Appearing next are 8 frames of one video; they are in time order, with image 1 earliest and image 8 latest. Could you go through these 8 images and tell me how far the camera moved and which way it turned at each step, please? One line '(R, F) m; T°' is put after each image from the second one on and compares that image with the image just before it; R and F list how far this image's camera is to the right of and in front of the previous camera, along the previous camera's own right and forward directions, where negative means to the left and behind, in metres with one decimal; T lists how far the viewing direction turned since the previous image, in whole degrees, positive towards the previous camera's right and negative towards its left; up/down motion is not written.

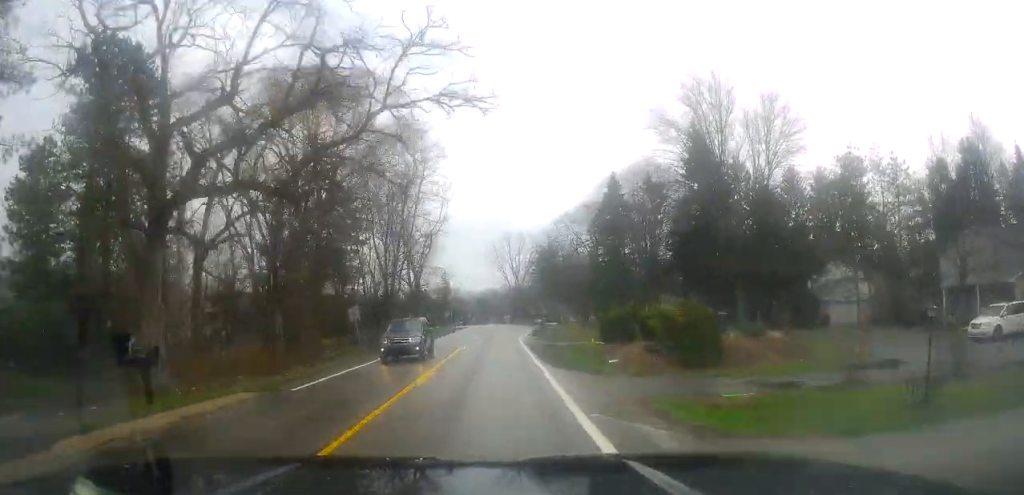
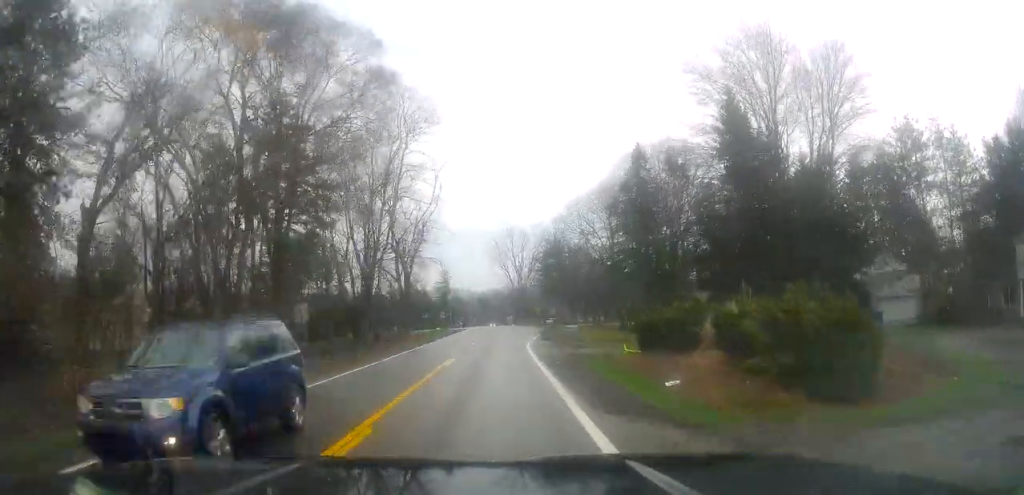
(0.0, +8.8) m; 0°
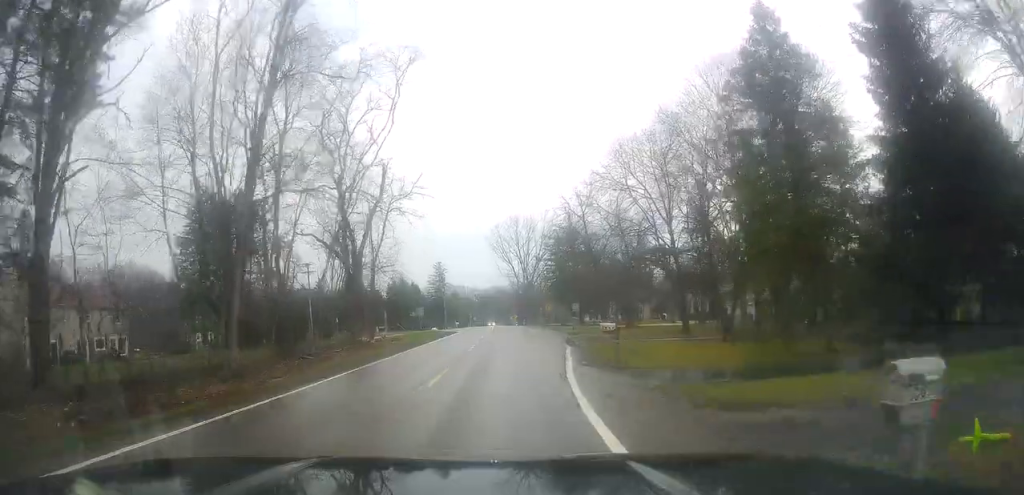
(+0.2, +21.6) m; +2°
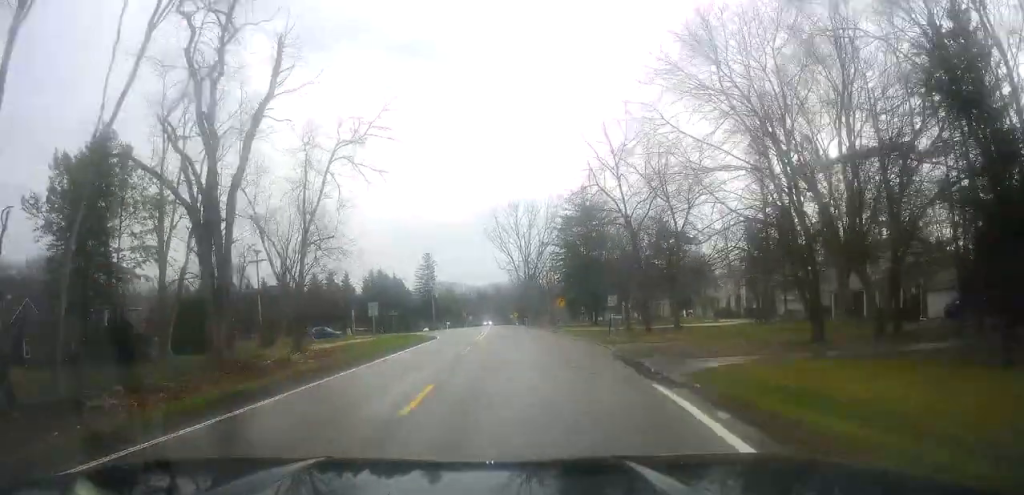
(+0.4, +18.8) m; 0°
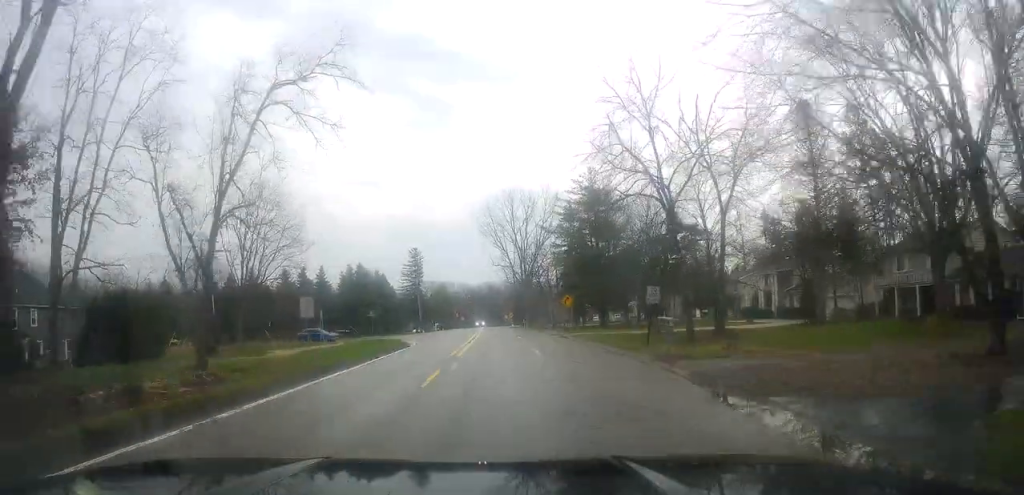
(-0.3, +11.1) m; -2°
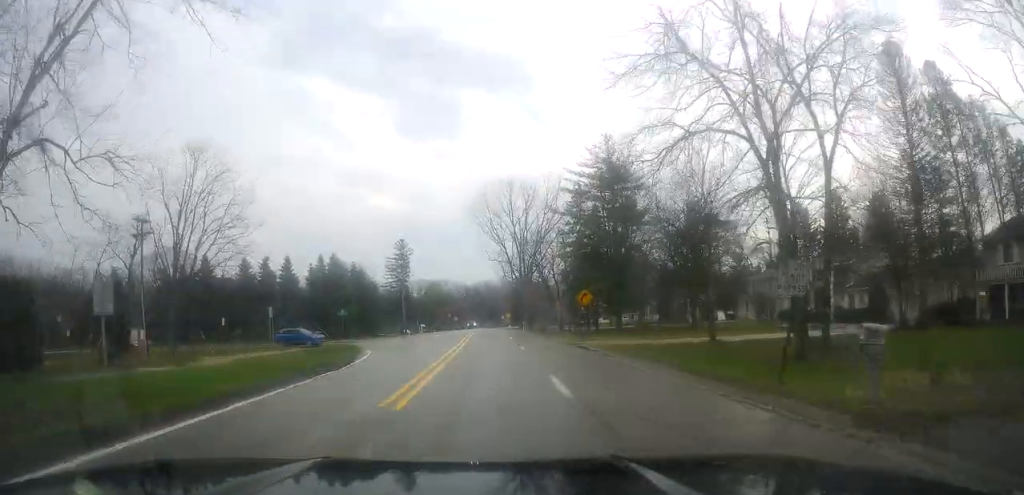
(-0.4, +13.3) m; 0°
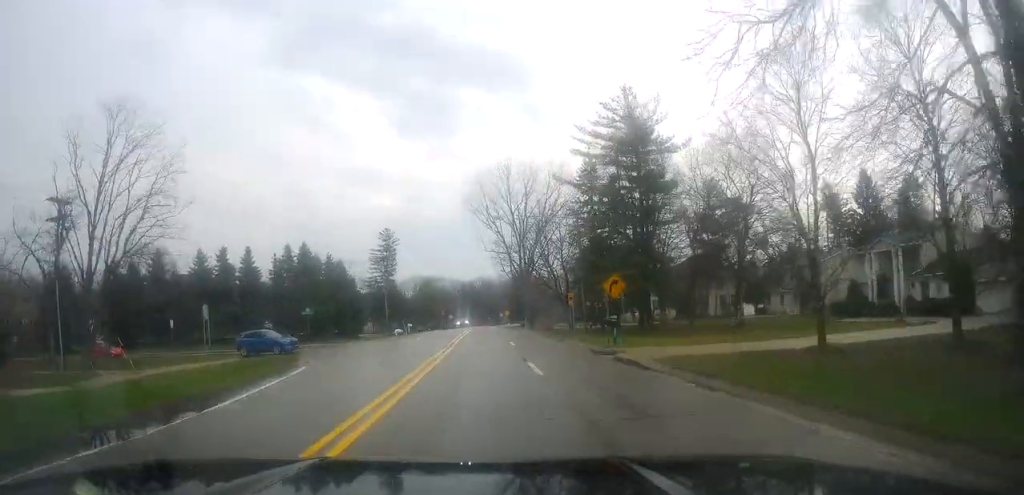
(-0.2, +11.8) m; +2°
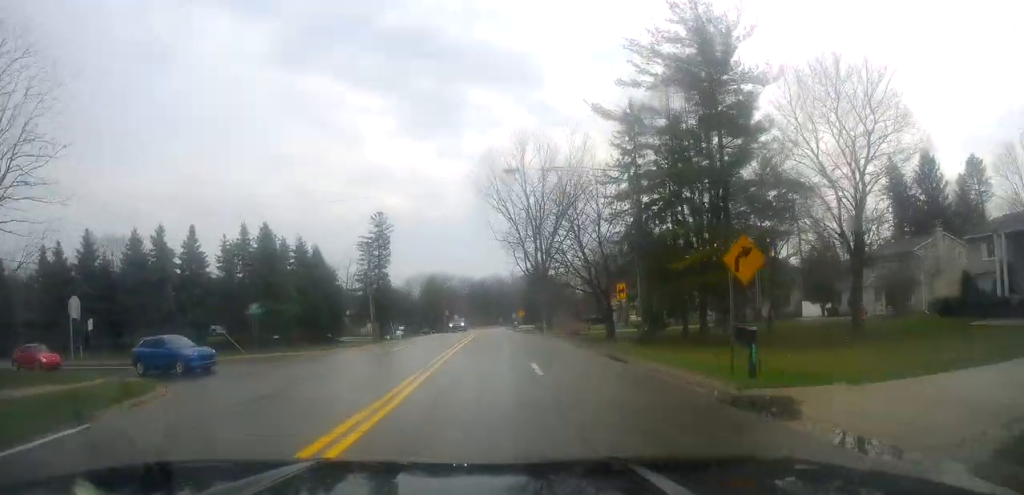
(+0.9, +15.1) m; +2°
